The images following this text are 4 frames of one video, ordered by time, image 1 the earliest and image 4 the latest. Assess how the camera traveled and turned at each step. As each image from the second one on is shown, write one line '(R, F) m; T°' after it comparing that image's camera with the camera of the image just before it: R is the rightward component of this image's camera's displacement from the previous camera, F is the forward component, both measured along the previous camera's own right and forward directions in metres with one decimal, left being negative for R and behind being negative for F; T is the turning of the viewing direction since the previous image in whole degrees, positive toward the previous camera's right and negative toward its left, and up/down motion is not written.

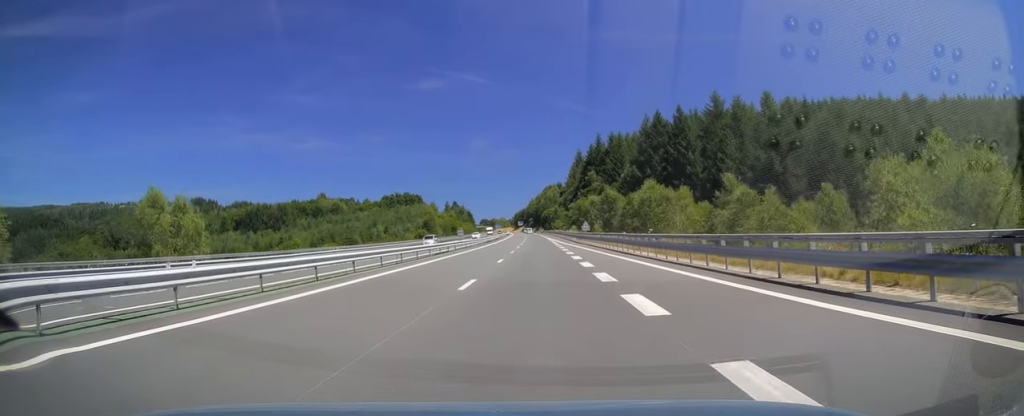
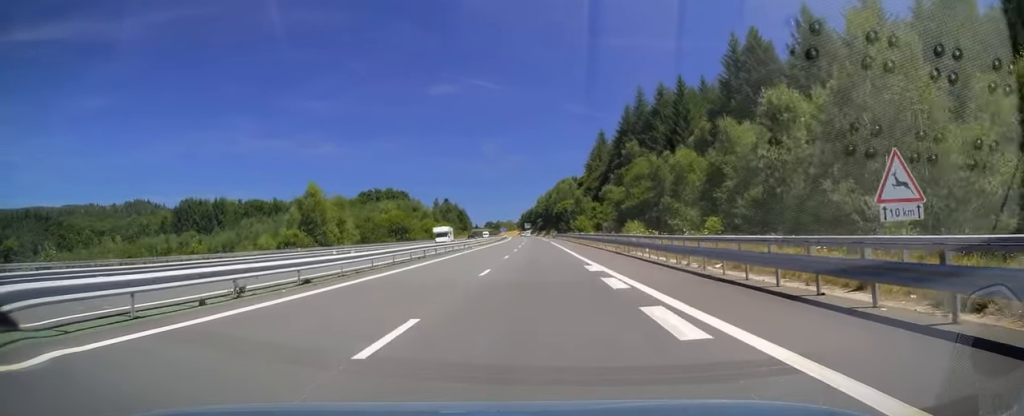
(-1.3, +73.7) m; -2°
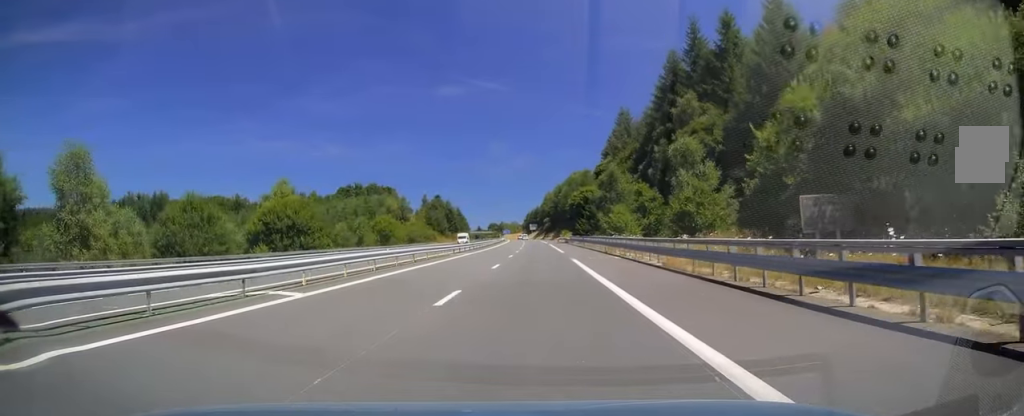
(0.0, +47.2) m; 0°
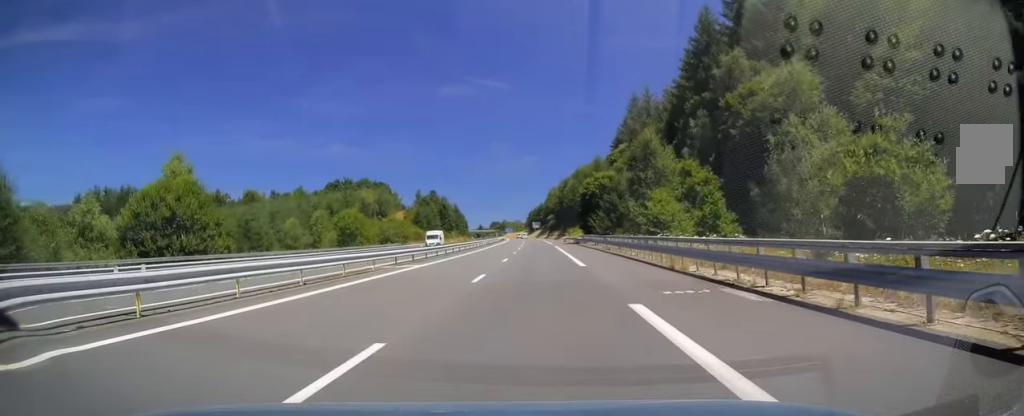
(+0.1, +20.4) m; -1°
